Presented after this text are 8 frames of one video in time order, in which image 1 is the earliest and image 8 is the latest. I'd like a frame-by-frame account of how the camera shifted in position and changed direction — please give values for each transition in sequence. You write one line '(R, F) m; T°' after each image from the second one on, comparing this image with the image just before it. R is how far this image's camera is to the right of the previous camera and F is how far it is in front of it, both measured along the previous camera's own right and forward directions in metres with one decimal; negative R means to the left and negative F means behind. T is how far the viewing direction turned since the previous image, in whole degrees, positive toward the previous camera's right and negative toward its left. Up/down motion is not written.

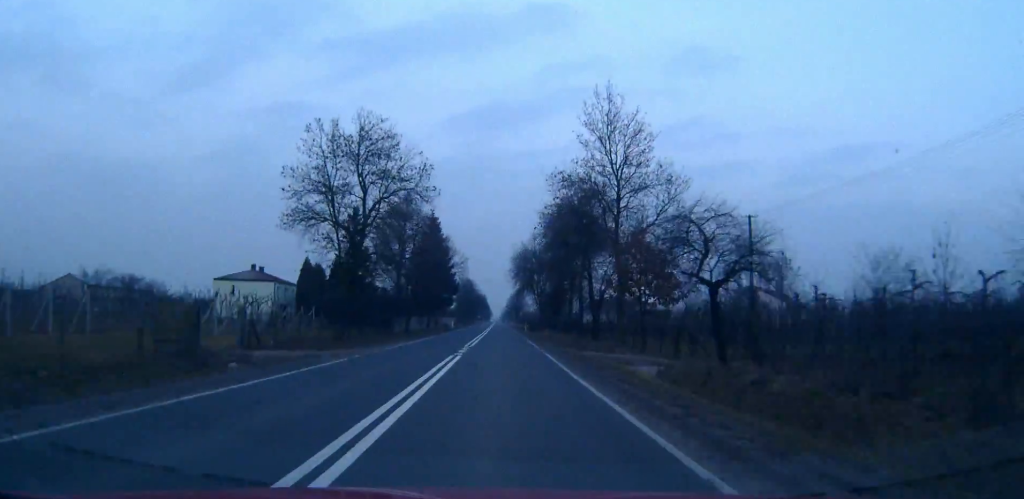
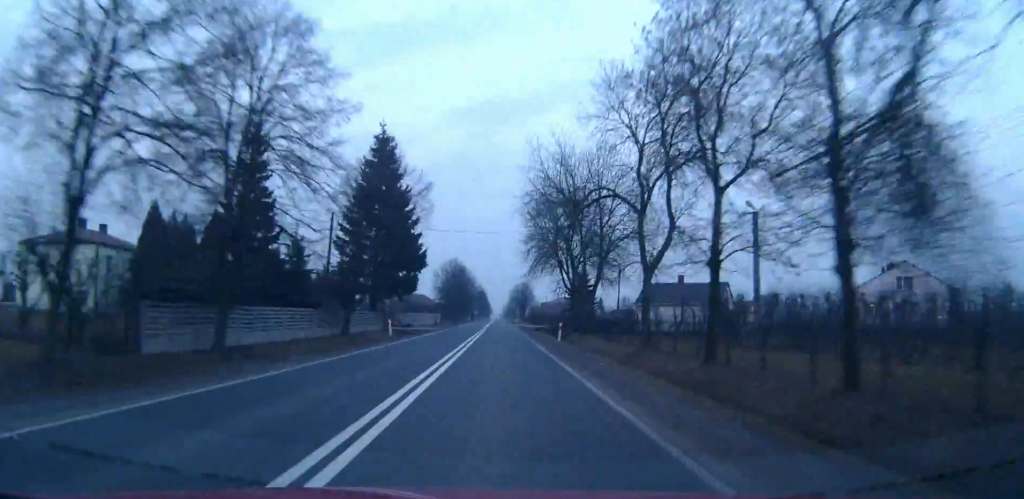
(-0.2, +49.5) m; 0°
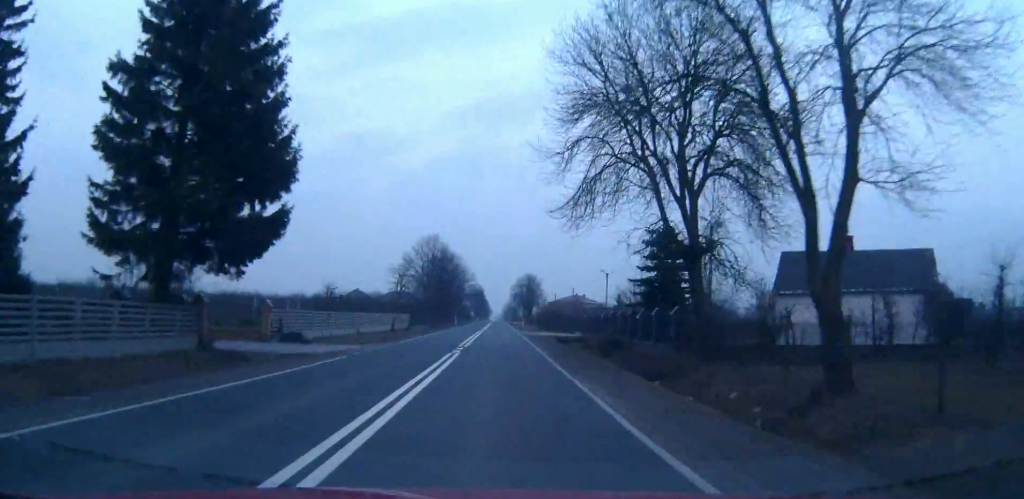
(0.0, +40.4) m; 0°
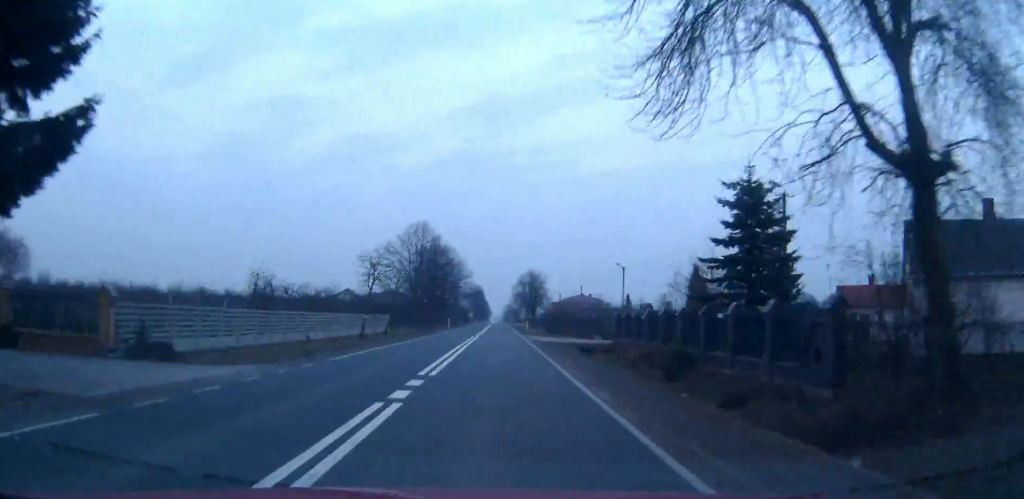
(0.0, +14.0) m; 0°
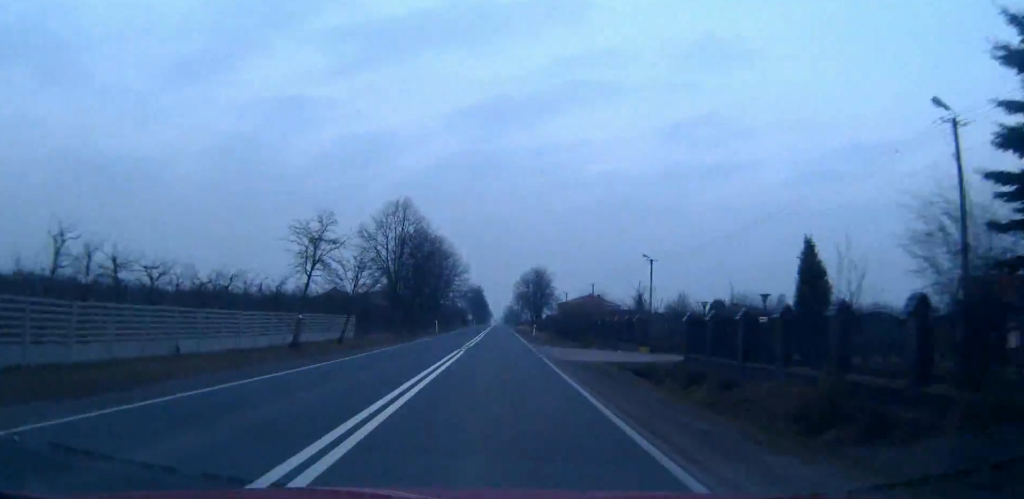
(0.0, +16.4) m; 0°
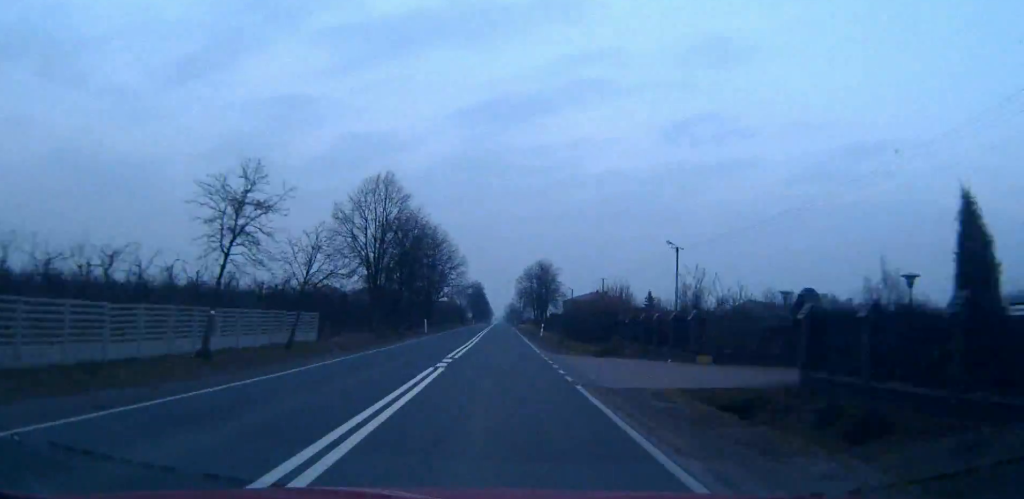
(0.0, +10.7) m; 0°
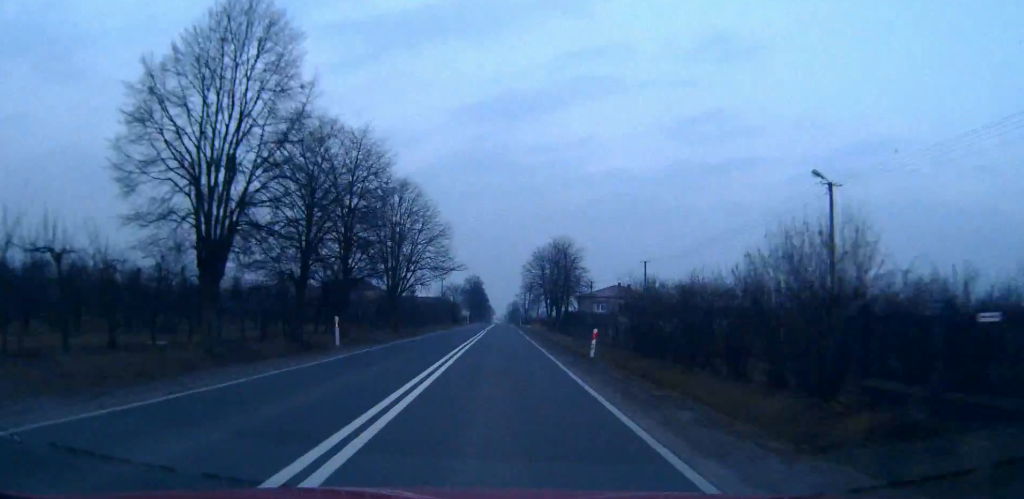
(-0.1, +31.2) m; 0°
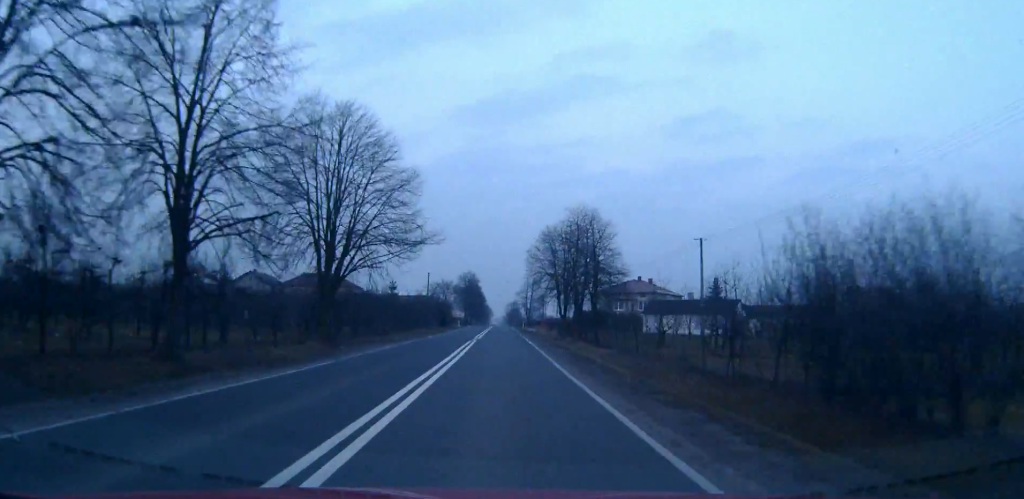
(0.0, +23.0) m; 0°
